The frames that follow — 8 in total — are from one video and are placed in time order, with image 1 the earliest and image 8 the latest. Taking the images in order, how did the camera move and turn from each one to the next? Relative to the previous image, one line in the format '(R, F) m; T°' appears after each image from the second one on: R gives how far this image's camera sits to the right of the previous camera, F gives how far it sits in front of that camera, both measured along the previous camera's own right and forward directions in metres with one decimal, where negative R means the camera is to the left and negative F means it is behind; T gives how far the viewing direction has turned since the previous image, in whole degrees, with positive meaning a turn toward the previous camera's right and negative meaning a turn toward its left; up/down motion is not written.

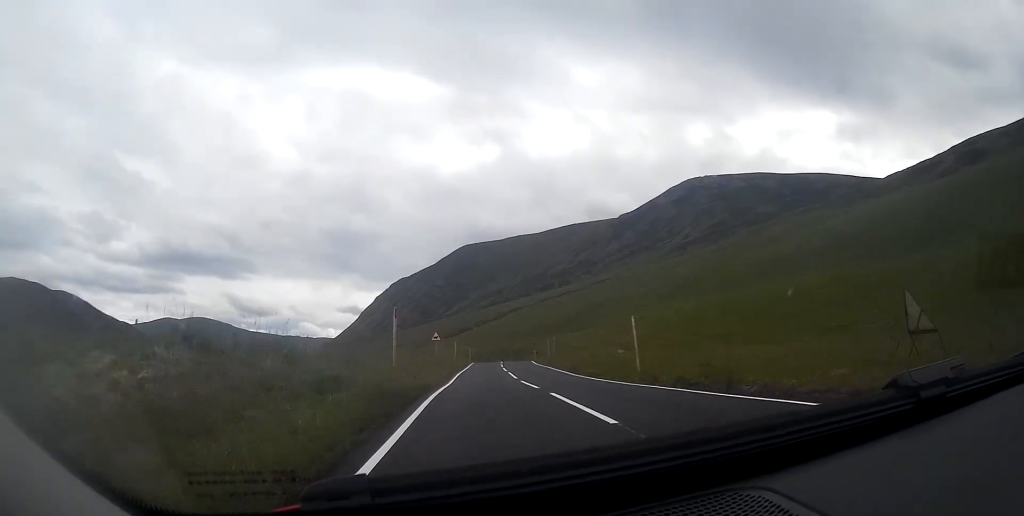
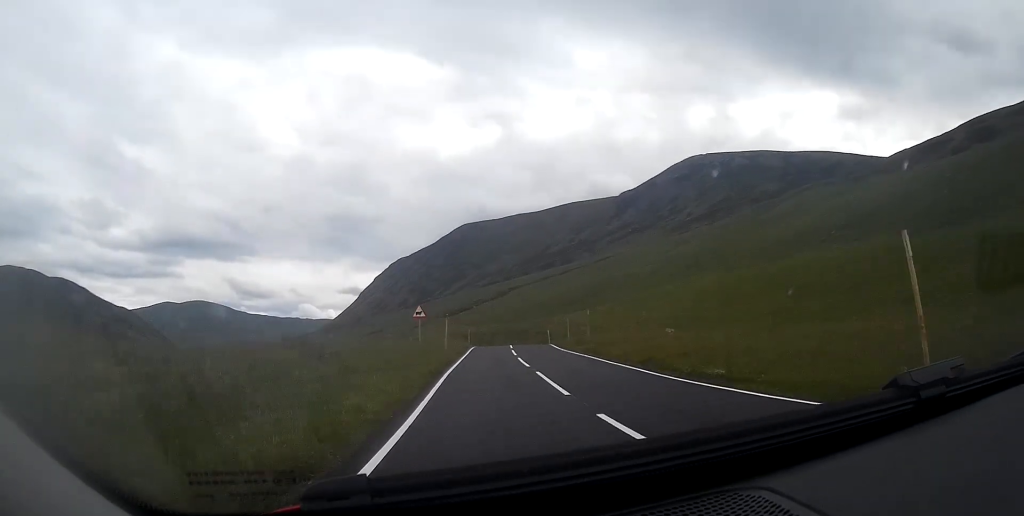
(+0.1, +14.4) m; 0°
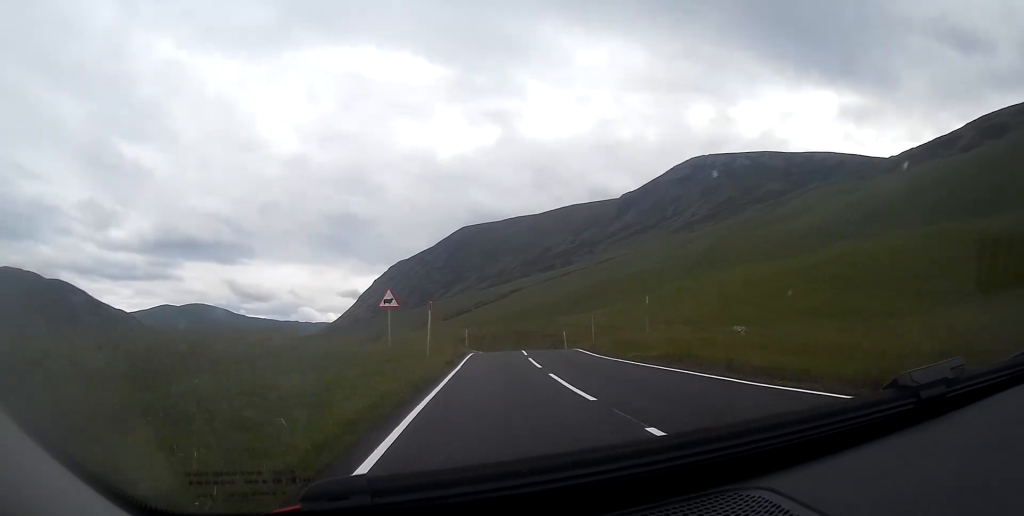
(-0.1, +11.5) m; 0°
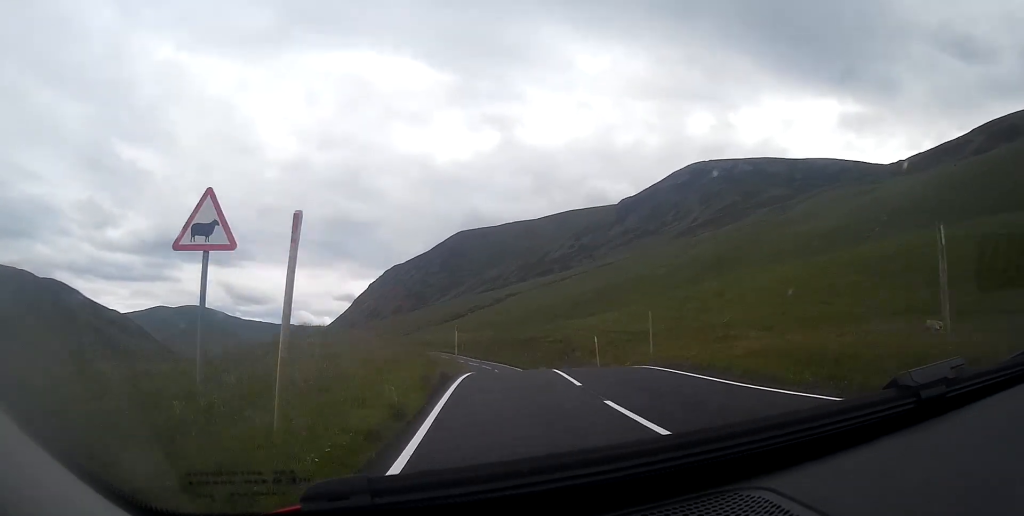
(+0.2, +14.9) m; +1°
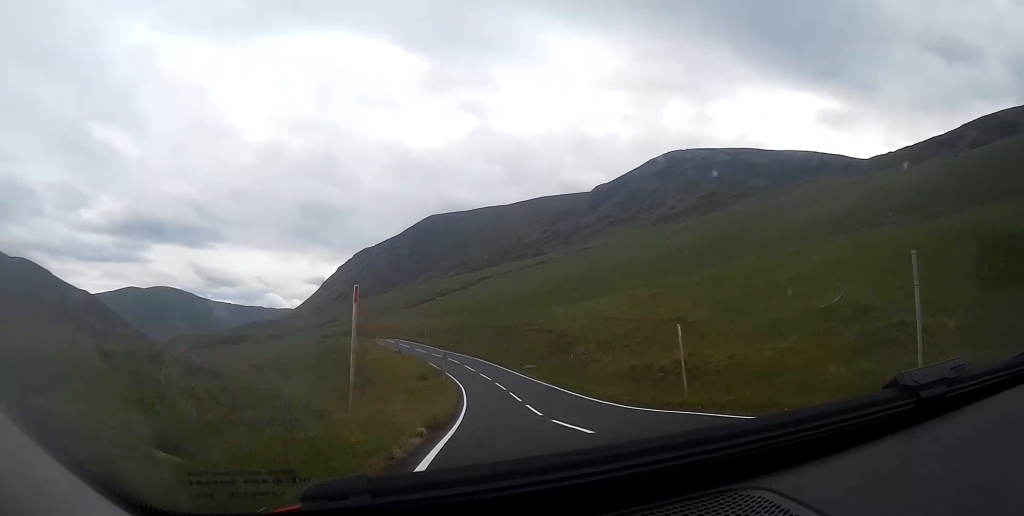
(+0.1, +19.3) m; 0°
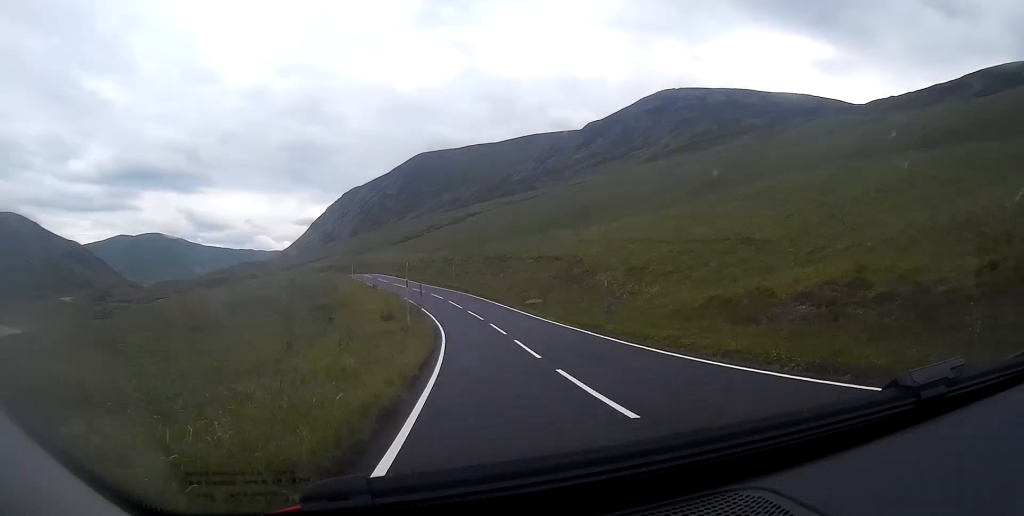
(-0.1, +13.3) m; +1°
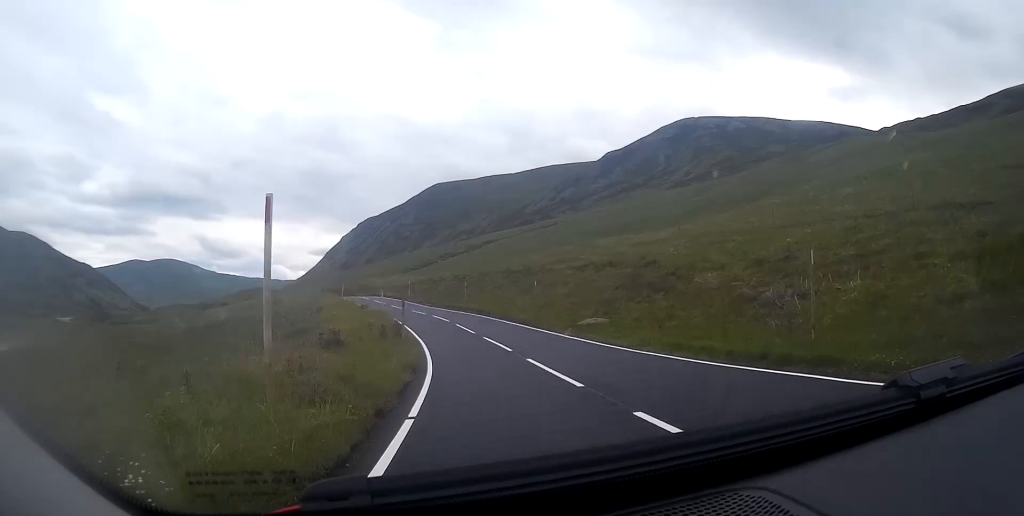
(+0.3, +15.5) m; 0°
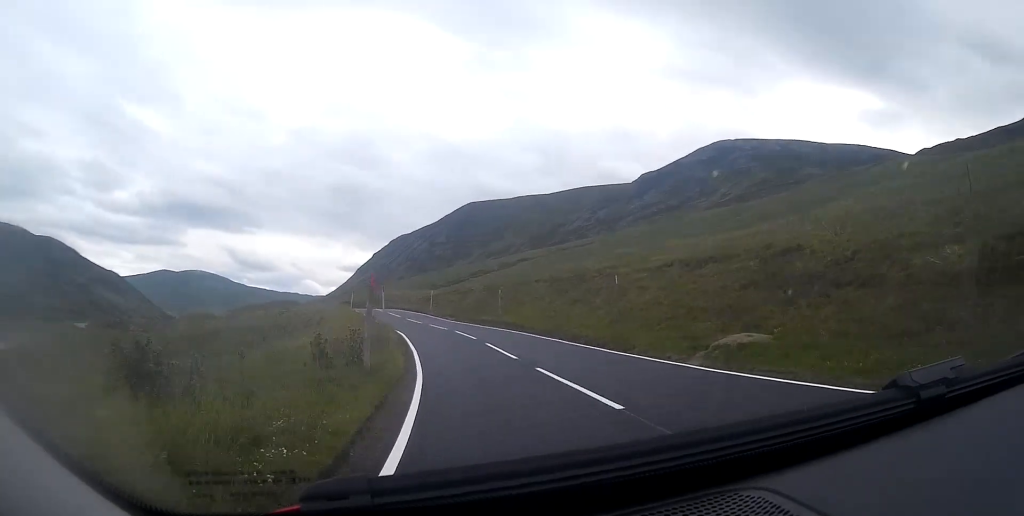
(-0.3, +11.6) m; -3°
